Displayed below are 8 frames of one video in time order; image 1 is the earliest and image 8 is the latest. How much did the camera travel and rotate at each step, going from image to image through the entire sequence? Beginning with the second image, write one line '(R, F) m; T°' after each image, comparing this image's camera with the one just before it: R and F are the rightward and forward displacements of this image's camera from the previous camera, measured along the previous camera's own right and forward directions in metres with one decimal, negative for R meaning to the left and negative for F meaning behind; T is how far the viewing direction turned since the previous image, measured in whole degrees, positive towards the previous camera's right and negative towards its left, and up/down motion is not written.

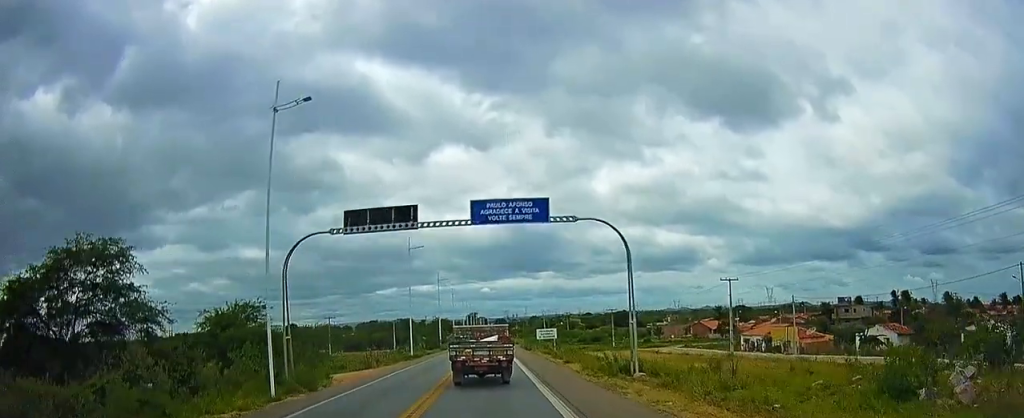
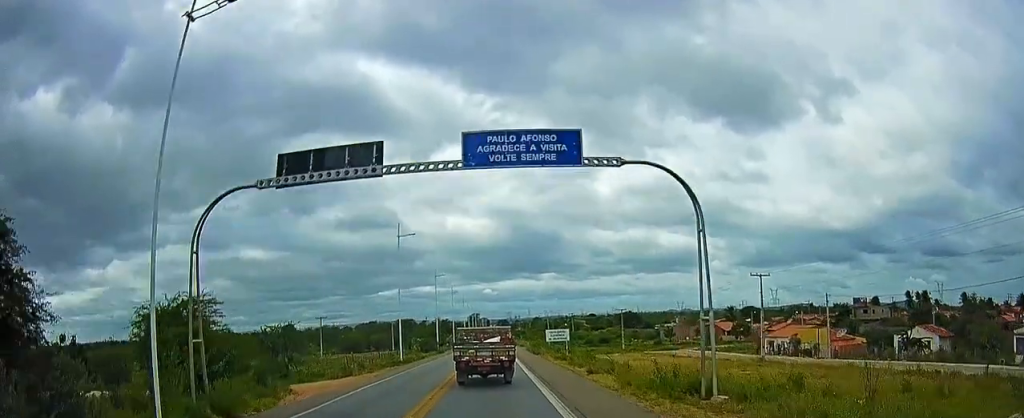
(+0.1, +7.8) m; 0°
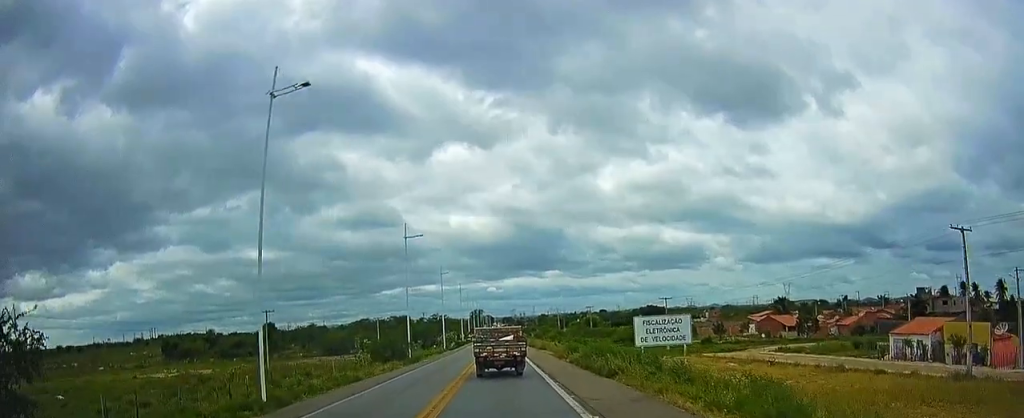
(-0.9, +30.4) m; 0°
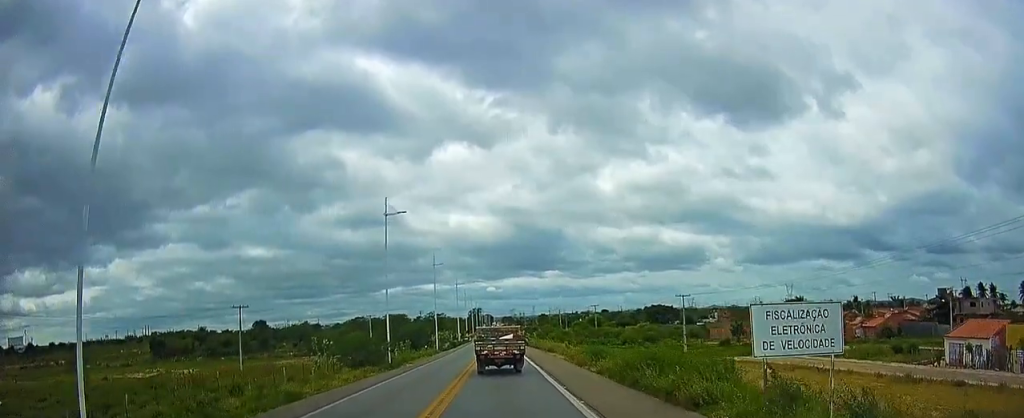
(+0.6, +9.4) m; +2°
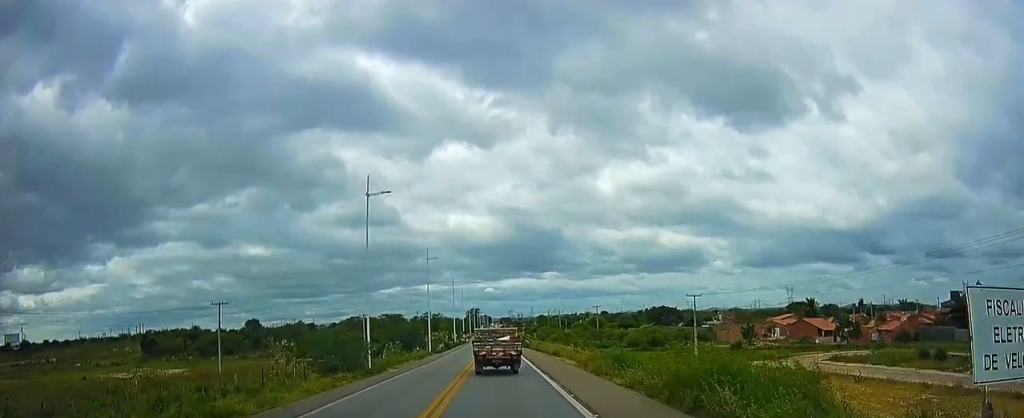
(+0.1, +5.8) m; 0°
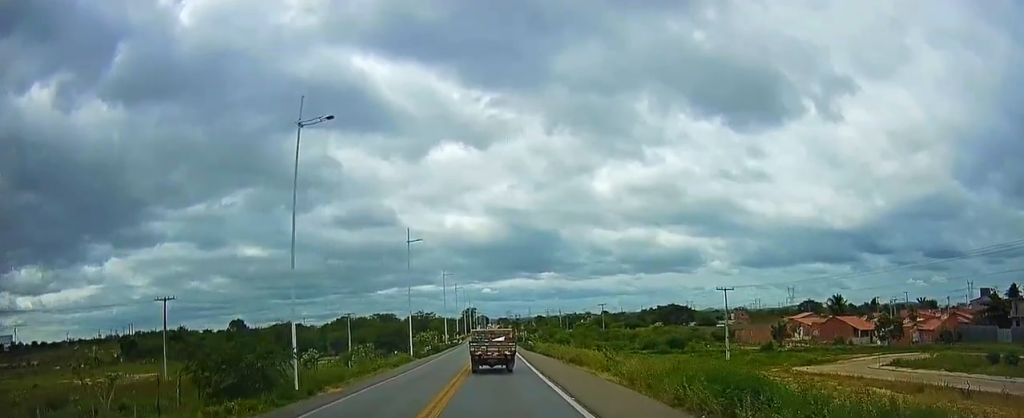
(-0.3, +12.6) m; -2°
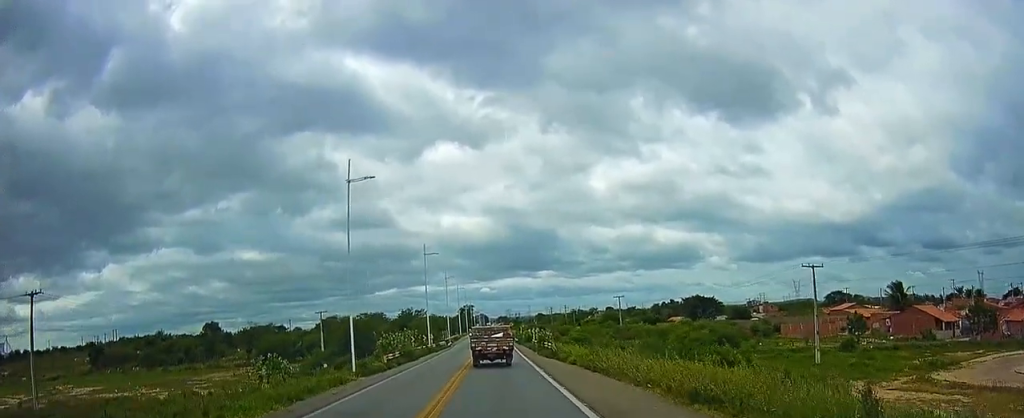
(-0.3, +21.7) m; -1°
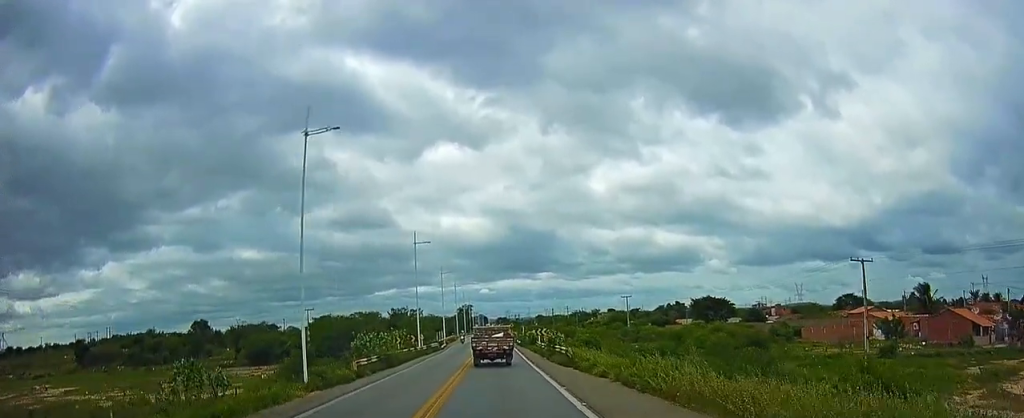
(0.0, +7.9) m; 0°
